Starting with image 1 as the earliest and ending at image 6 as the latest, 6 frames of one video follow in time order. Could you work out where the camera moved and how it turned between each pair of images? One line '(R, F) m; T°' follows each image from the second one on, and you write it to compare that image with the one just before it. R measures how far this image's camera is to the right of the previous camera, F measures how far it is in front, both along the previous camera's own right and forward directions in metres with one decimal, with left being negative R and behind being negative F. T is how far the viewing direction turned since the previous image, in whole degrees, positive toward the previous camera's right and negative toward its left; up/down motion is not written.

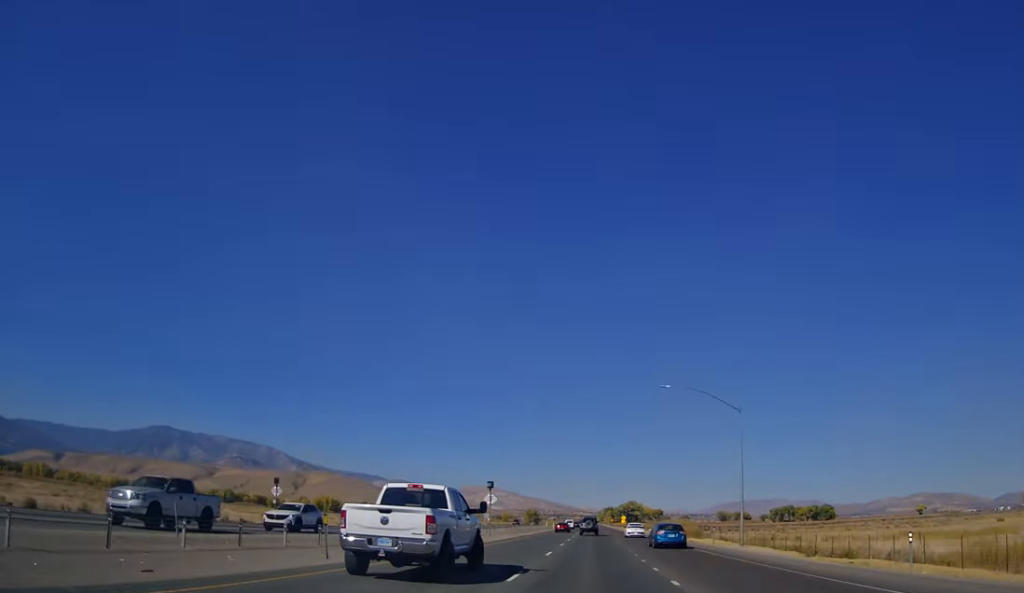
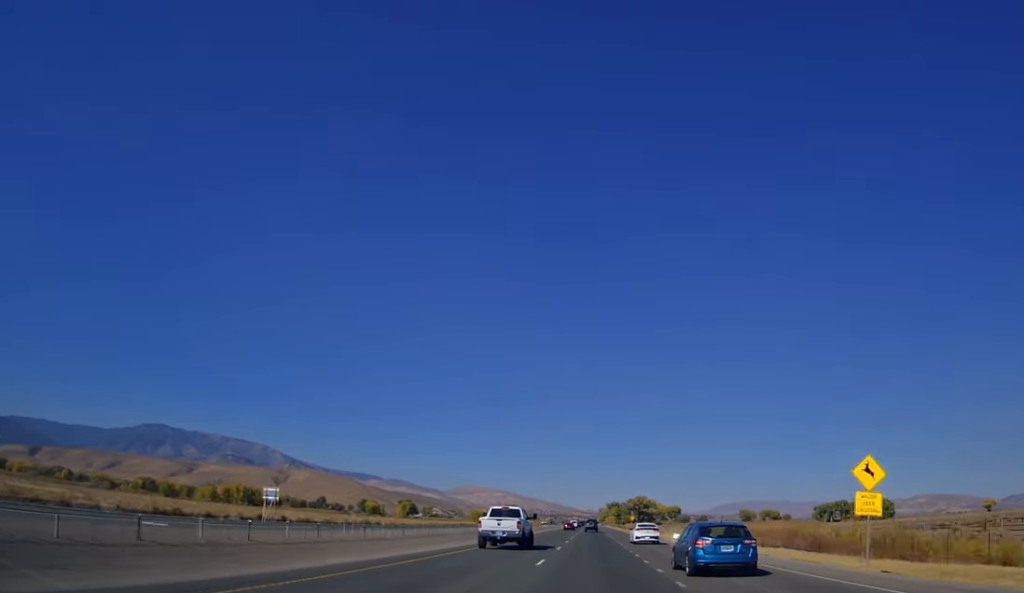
(0.0, +164.4) m; -1°
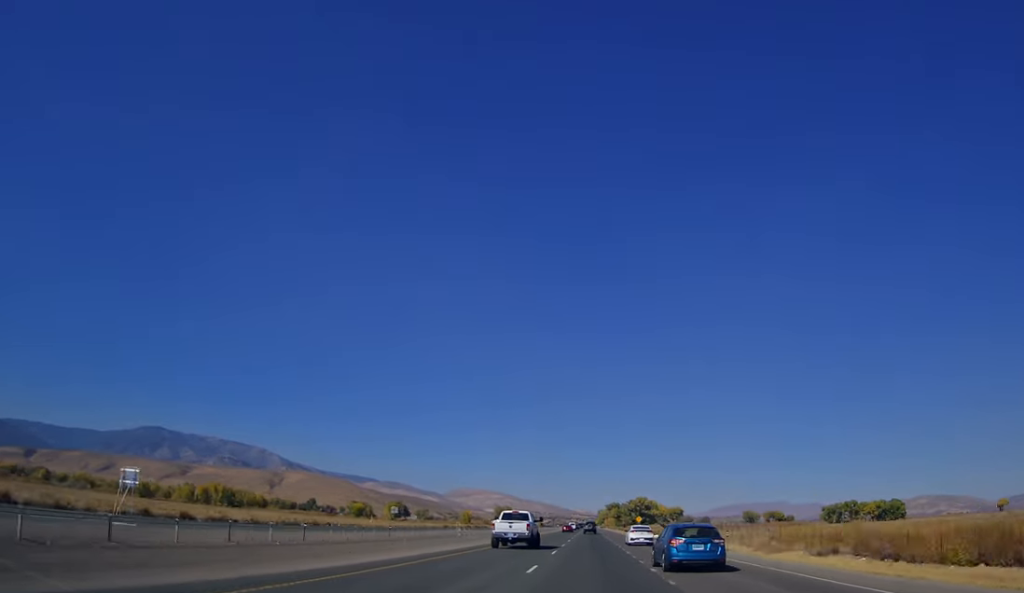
(+0.2, +26.8) m; 0°
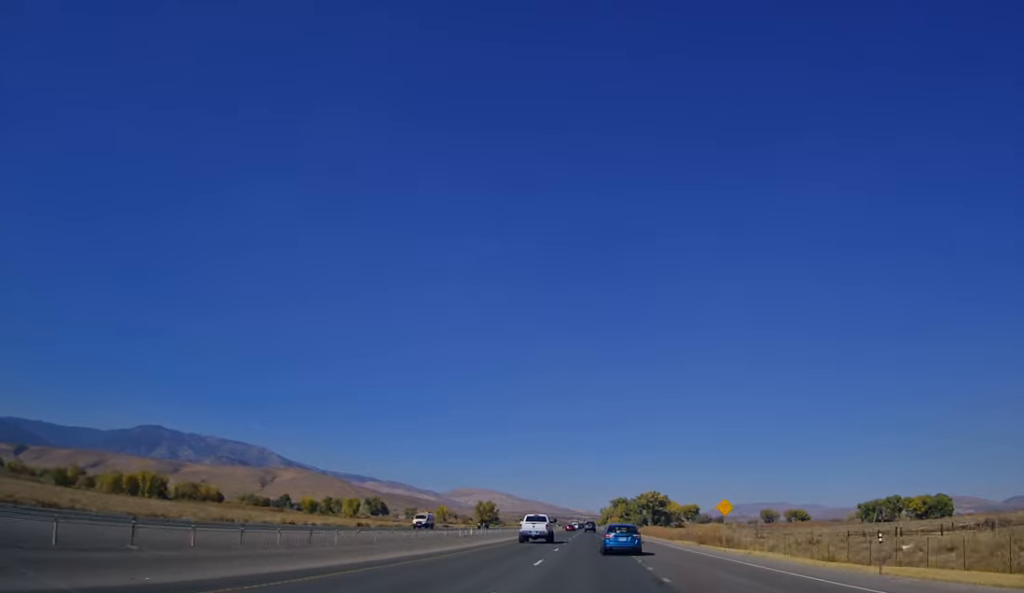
(-0.3, +81.7) m; +1°
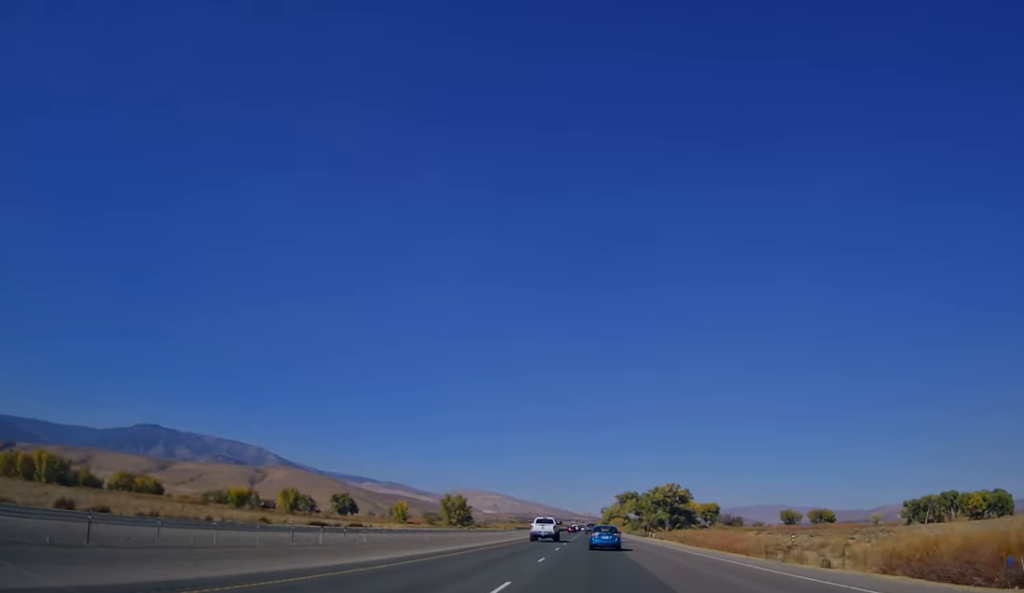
(+0.5, +81.1) m; 0°
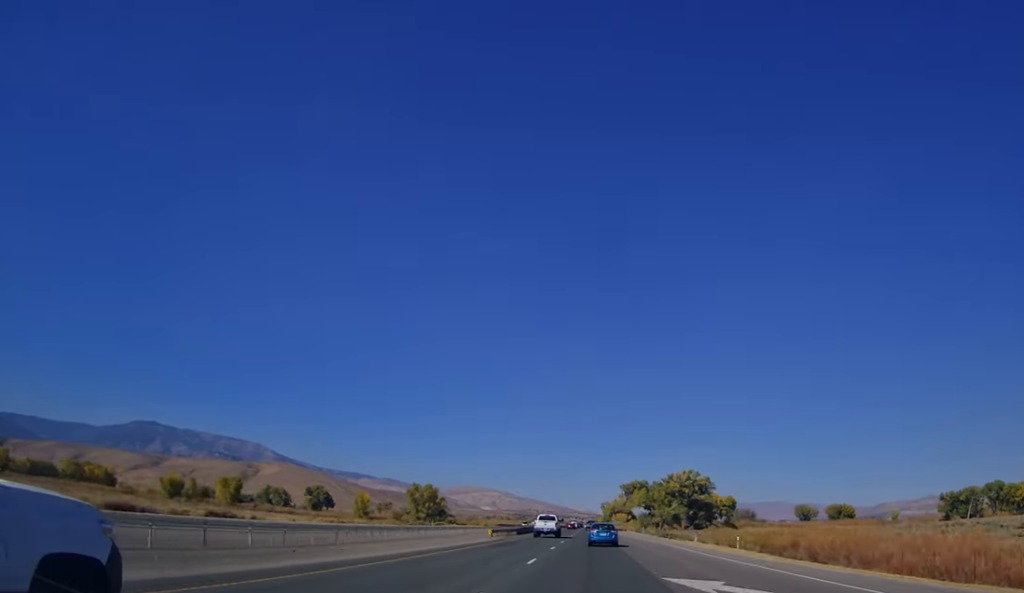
(0.0, +51.0) m; 0°
